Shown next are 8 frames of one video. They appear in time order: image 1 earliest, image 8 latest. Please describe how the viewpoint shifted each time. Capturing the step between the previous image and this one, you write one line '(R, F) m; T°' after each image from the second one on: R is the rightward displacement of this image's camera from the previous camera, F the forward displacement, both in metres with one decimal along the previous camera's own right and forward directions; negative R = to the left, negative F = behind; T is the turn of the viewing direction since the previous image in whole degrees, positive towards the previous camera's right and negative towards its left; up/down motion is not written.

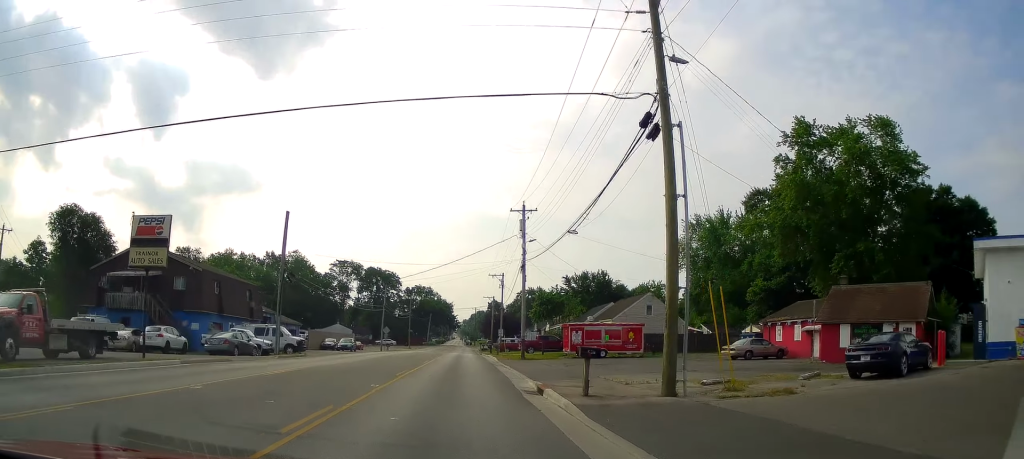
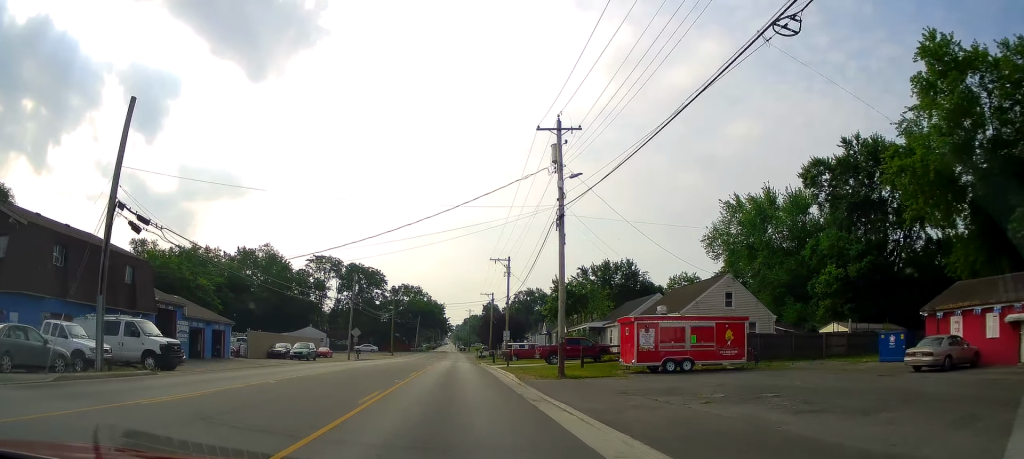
(-0.9, +18.1) m; -2°
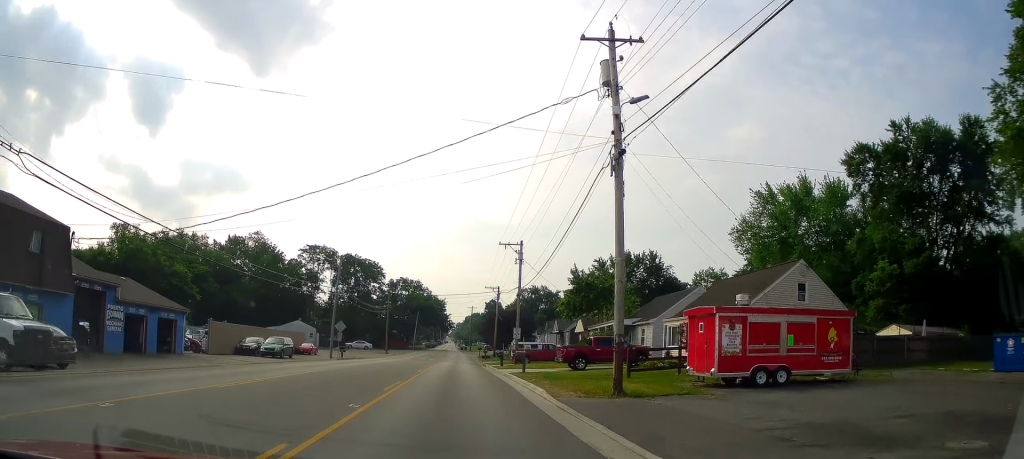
(0.0, +9.1) m; +1°
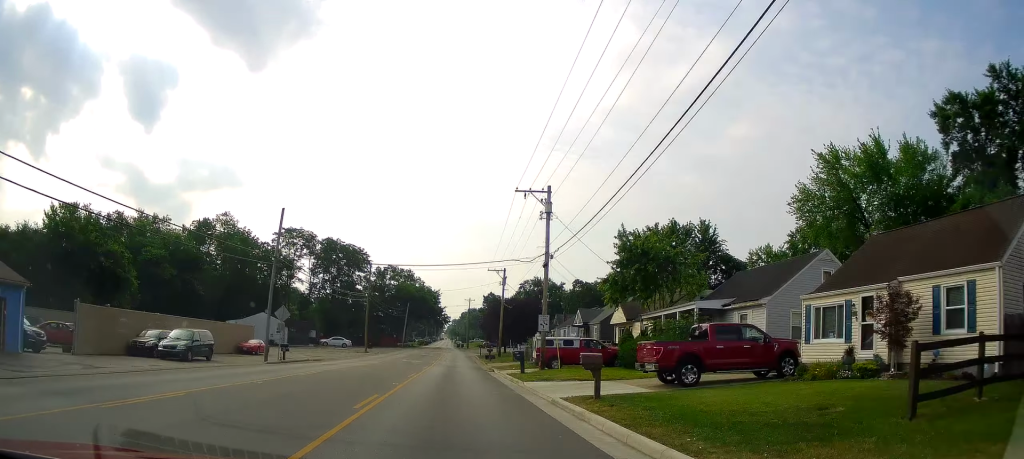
(+0.2, +19.3) m; +1°
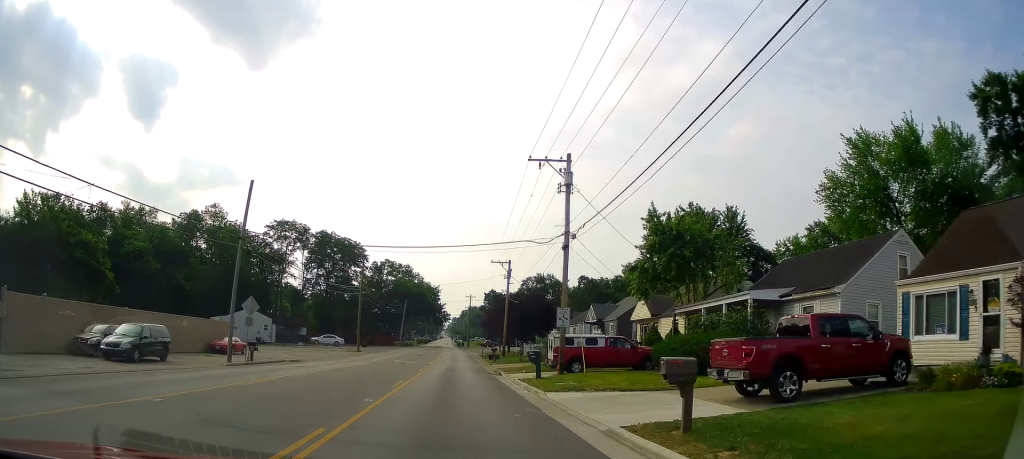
(0.0, +6.5) m; 0°
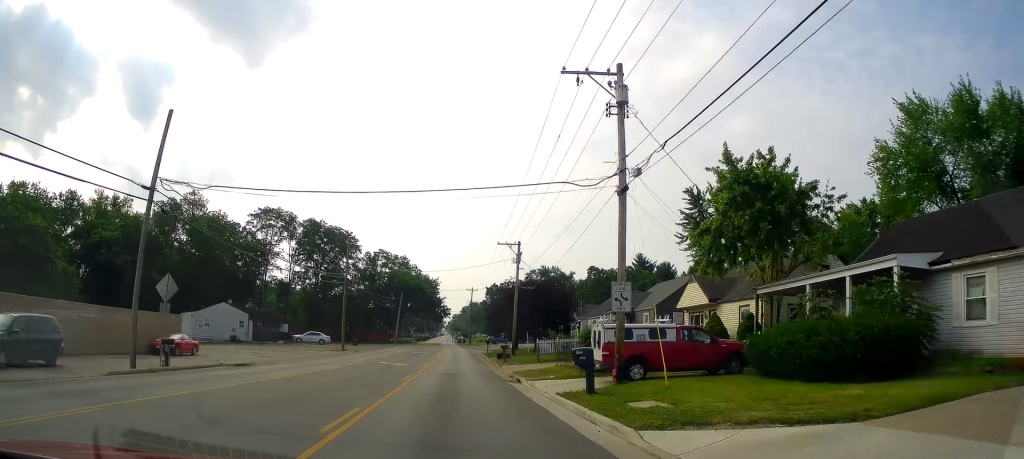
(0.0, +10.0) m; 0°
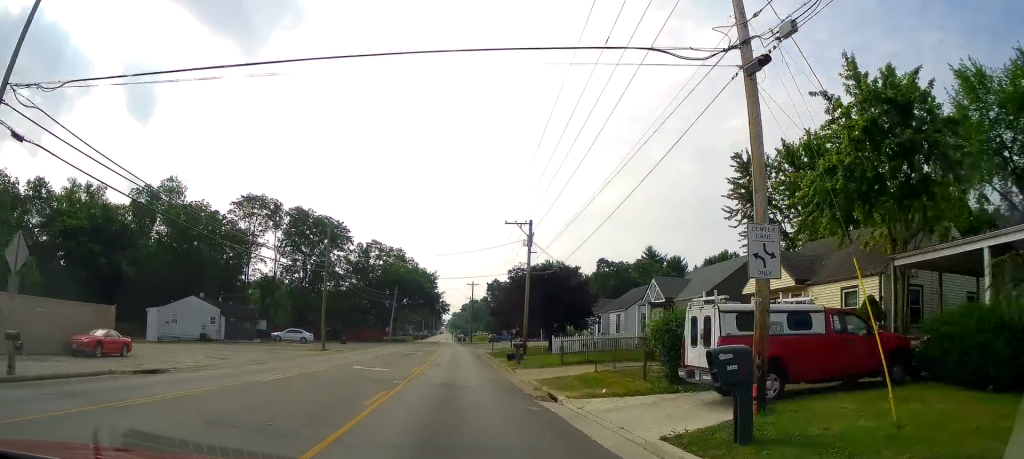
(0.0, +8.7) m; 0°
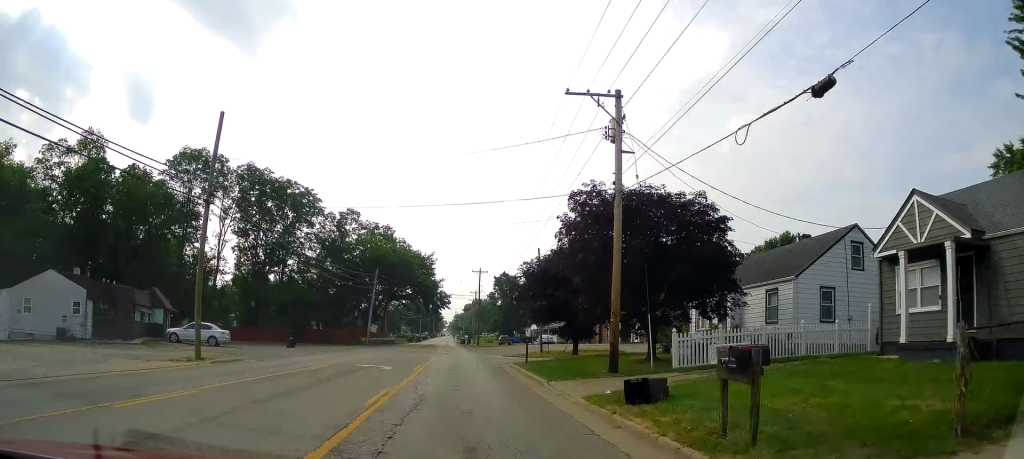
(+0.5, +22.6) m; +2°
